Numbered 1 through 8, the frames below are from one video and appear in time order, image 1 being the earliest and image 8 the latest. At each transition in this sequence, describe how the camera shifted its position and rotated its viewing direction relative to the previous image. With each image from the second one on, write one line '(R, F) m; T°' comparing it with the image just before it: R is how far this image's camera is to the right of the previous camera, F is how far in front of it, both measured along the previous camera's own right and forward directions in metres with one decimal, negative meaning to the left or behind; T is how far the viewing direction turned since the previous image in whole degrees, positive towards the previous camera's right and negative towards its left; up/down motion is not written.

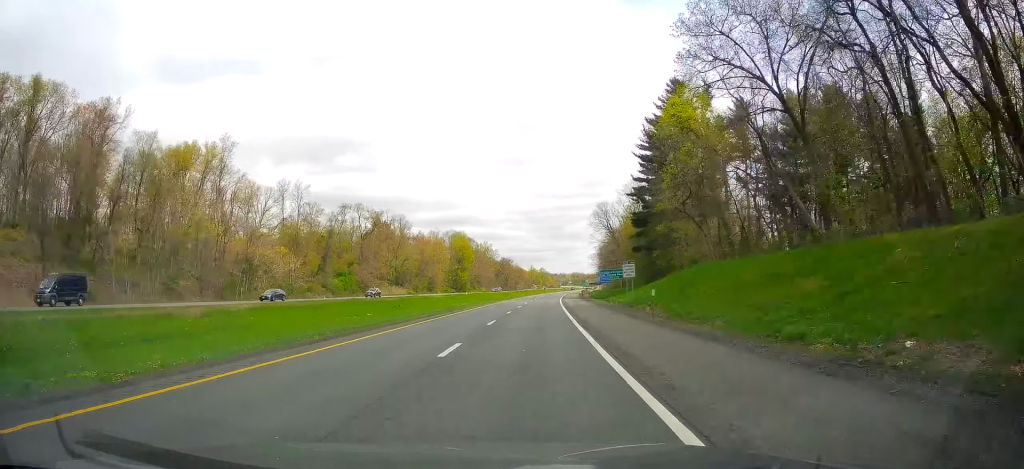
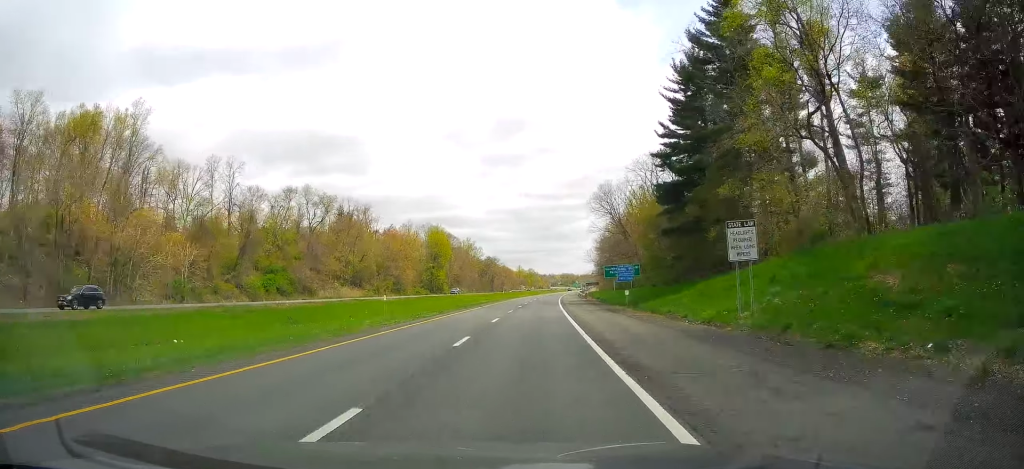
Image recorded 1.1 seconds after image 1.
(+0.2, +33.5) m; +1°
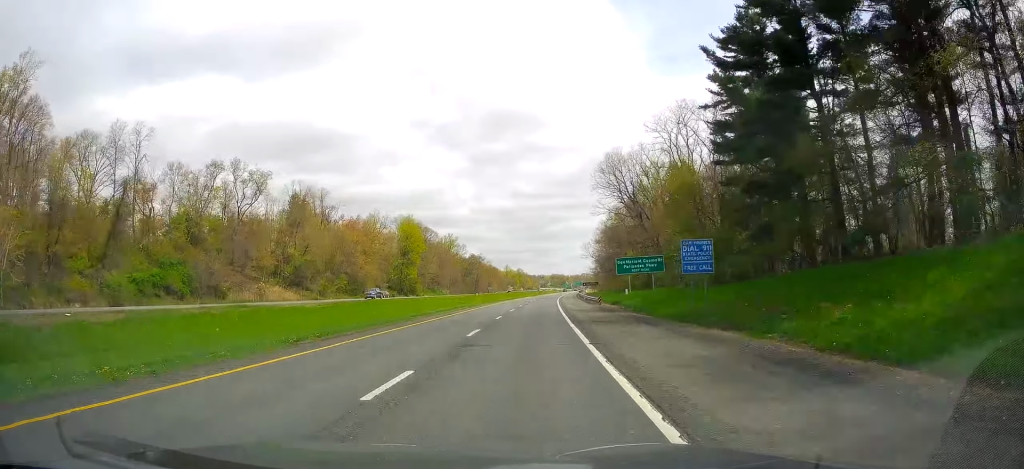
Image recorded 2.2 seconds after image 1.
(+0.3, +32.6) m; +1°
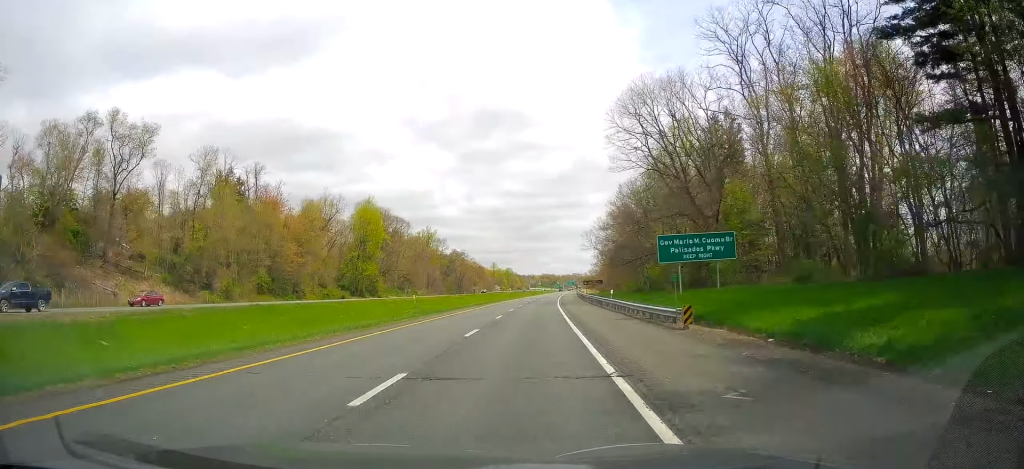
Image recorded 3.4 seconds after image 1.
(+0.1, +36.7) m; +1°
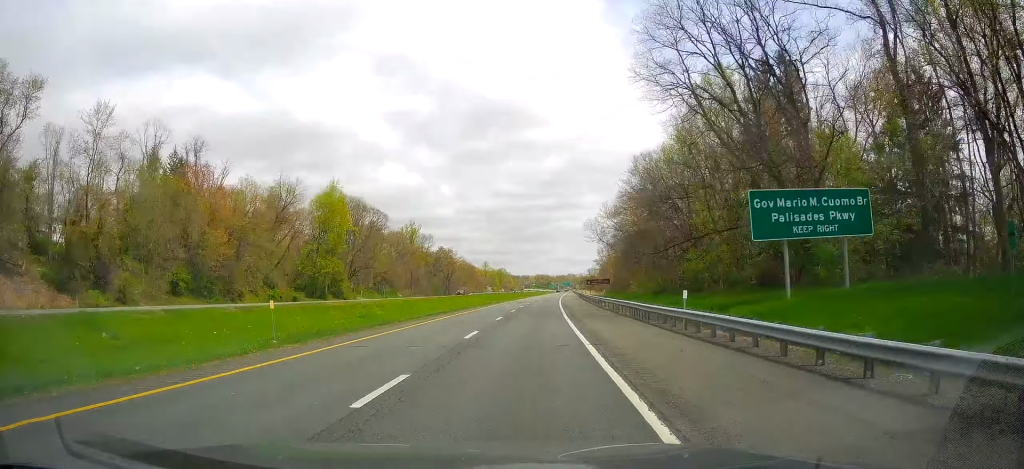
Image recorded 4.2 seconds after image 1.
(+0.5, +24.4) m; +2°
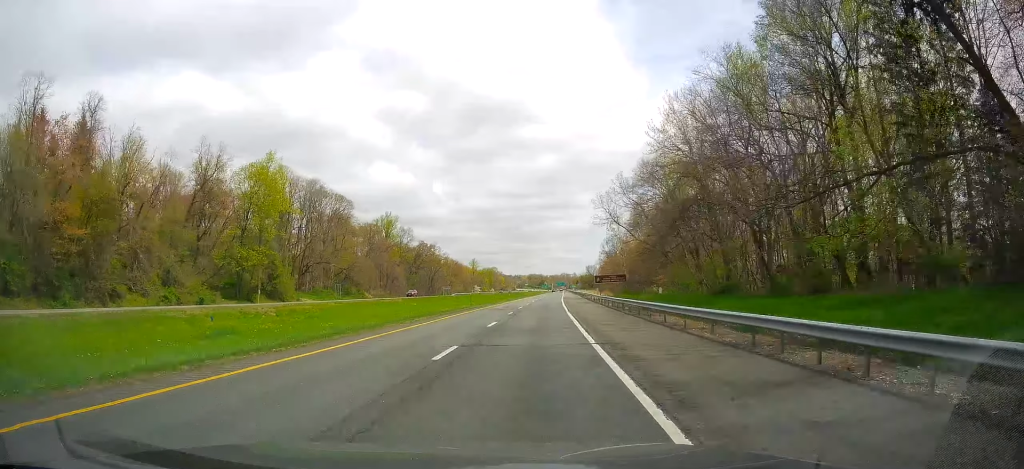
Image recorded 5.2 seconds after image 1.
(+0.4, +30.6) m; 0°
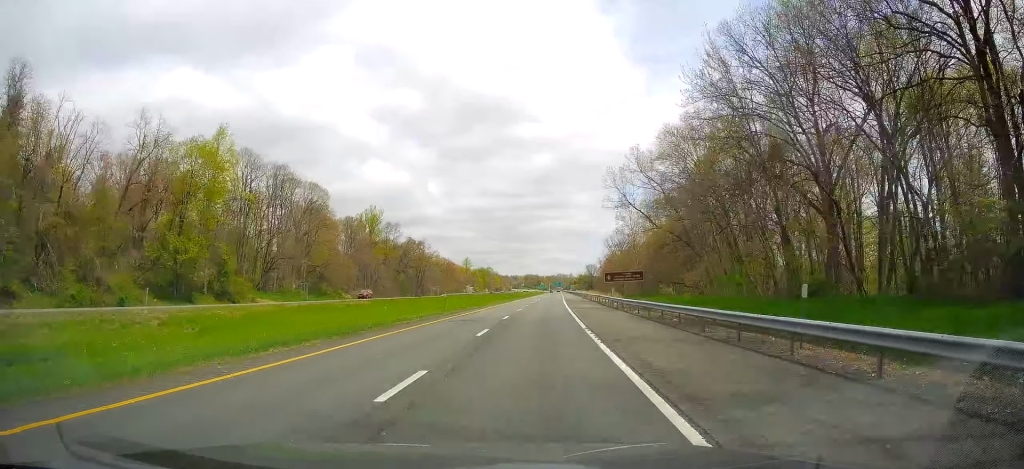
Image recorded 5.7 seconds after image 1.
(-0.1, +17.5) m; 0°
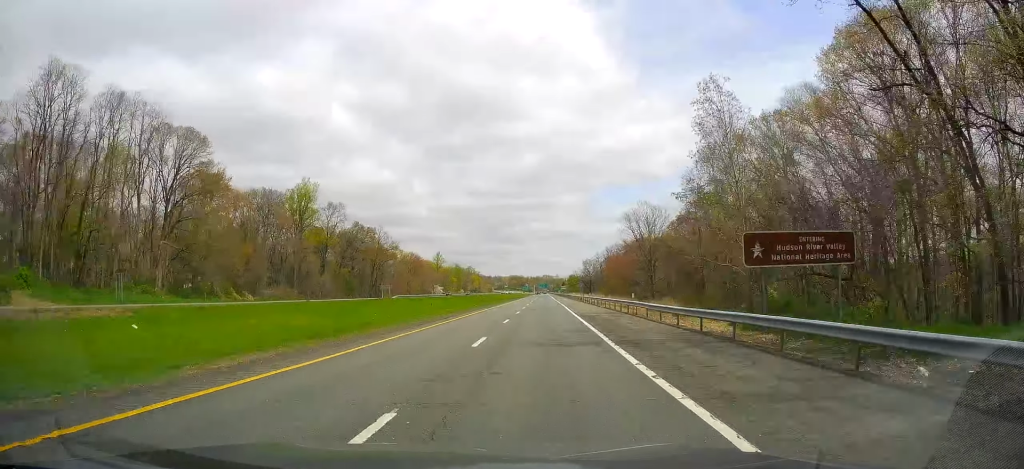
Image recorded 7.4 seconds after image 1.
(+0.3, +52.5) m; +1°
